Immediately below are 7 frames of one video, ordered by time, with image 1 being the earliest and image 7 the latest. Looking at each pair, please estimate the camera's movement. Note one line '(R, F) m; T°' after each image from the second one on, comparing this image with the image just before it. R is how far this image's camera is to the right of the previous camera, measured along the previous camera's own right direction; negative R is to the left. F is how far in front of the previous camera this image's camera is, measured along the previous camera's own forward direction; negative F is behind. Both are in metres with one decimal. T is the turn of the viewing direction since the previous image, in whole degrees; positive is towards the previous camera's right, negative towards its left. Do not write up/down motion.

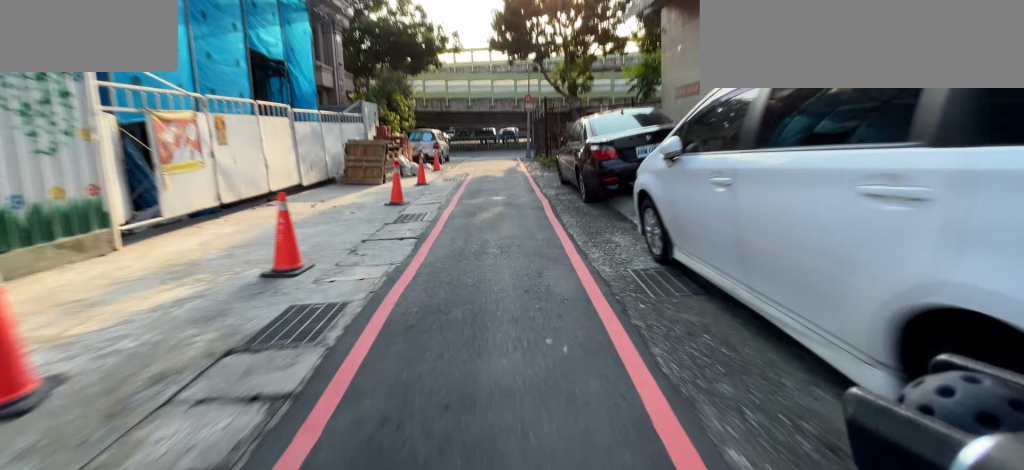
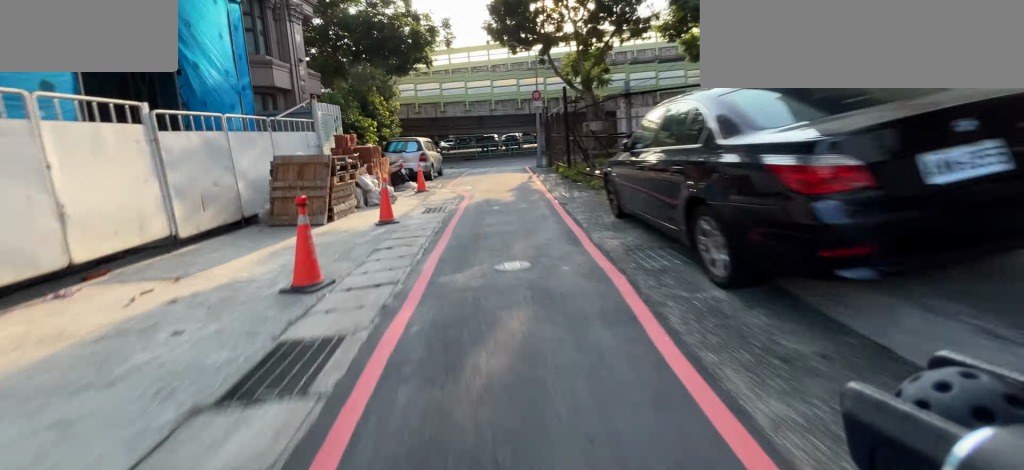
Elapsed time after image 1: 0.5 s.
(-0.1, +3.0) m; -1°
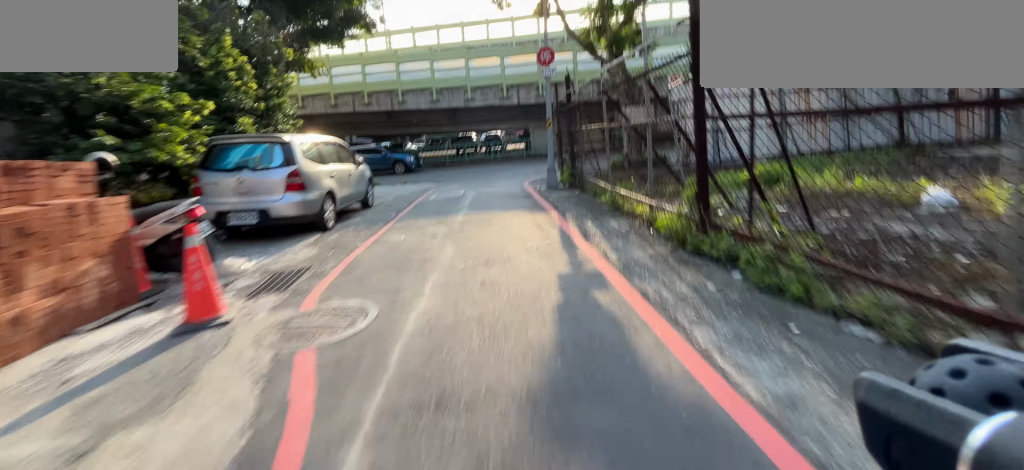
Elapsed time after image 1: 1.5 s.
(0.0, +5.7) m; +2°
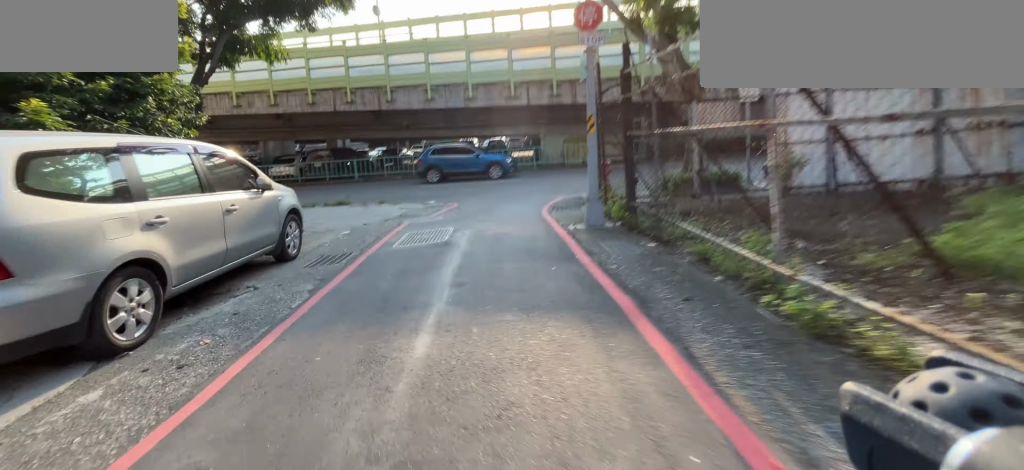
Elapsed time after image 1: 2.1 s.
(+0.1, +2.8) m; +1°
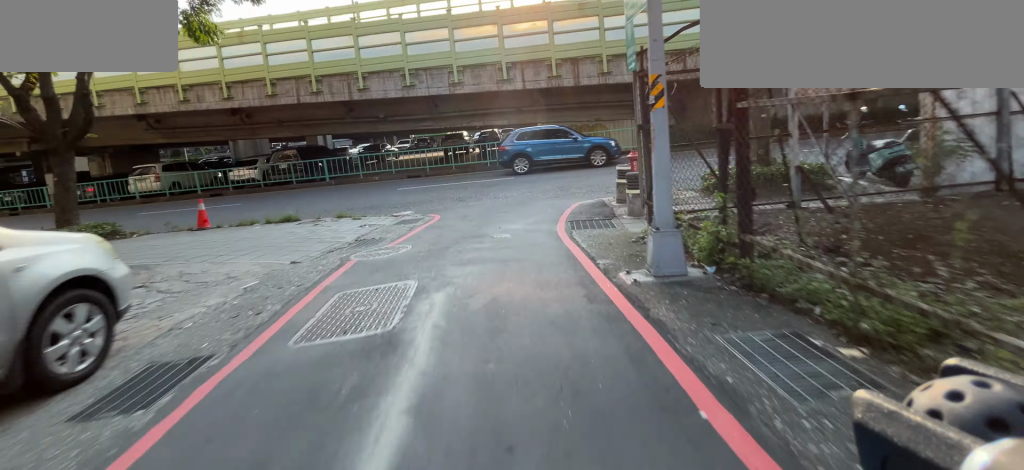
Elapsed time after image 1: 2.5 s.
(0.0, +2.3) m; +1°
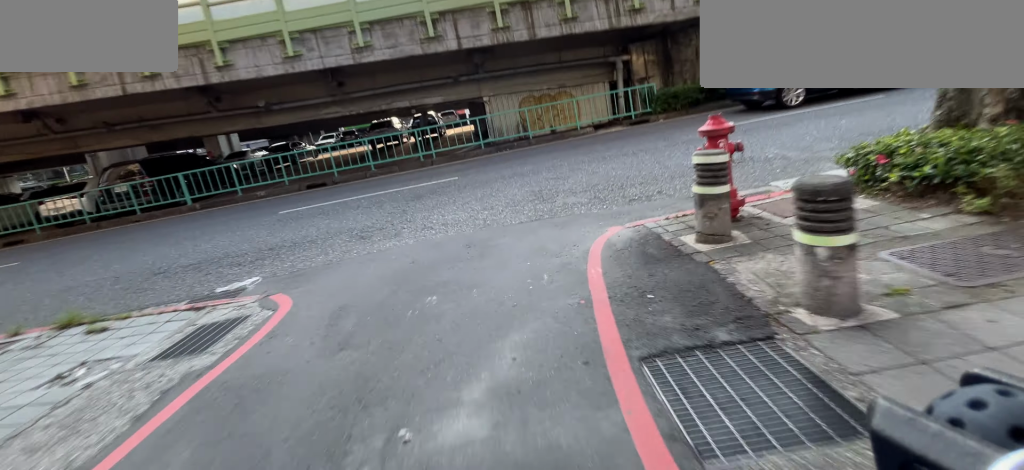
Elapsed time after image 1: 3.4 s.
(0.0, +5.0) m; +2°
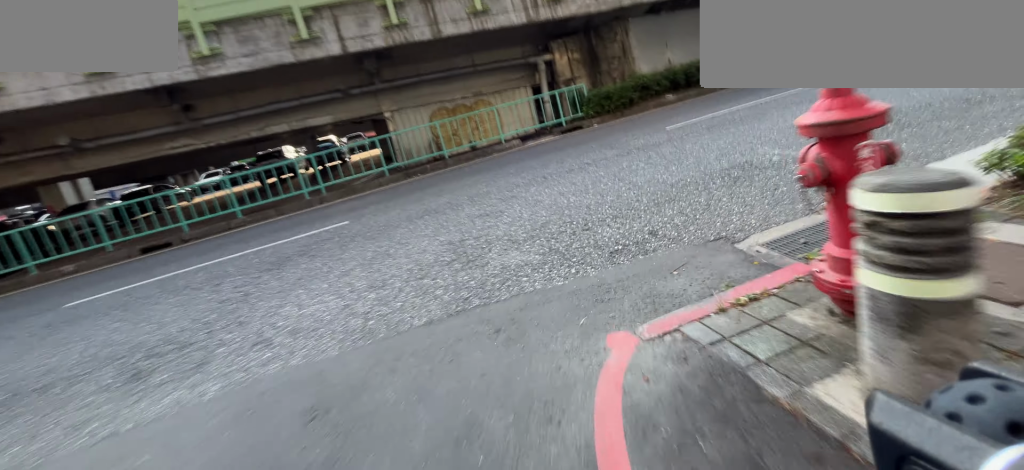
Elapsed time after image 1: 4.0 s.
(+0.1, +3.0) m; +18°
